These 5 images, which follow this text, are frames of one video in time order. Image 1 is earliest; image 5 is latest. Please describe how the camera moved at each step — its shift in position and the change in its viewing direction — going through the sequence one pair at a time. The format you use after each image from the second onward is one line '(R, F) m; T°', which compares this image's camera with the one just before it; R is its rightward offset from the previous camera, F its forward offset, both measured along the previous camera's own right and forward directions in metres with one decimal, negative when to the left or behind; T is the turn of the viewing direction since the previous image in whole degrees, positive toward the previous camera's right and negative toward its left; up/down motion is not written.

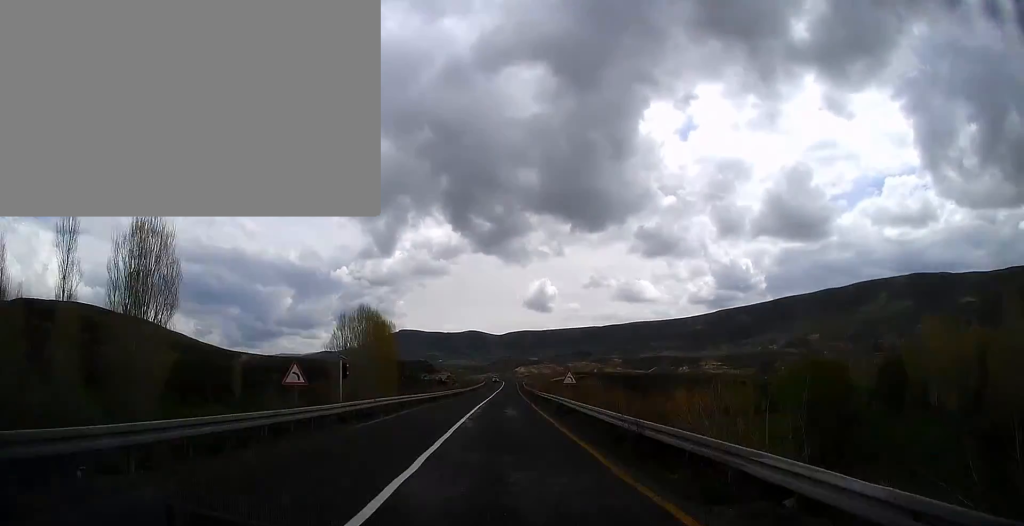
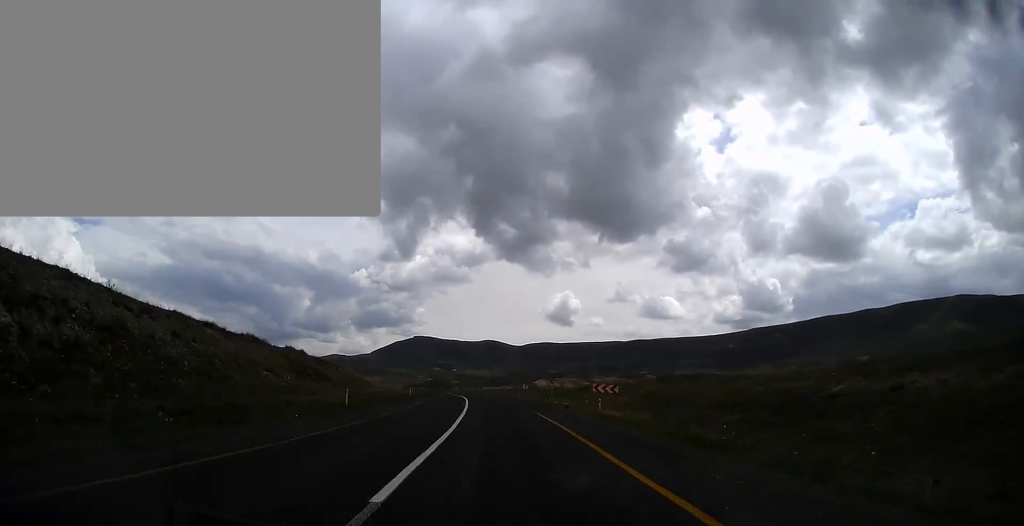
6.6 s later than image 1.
(-5.2, +196.3) m; -8°
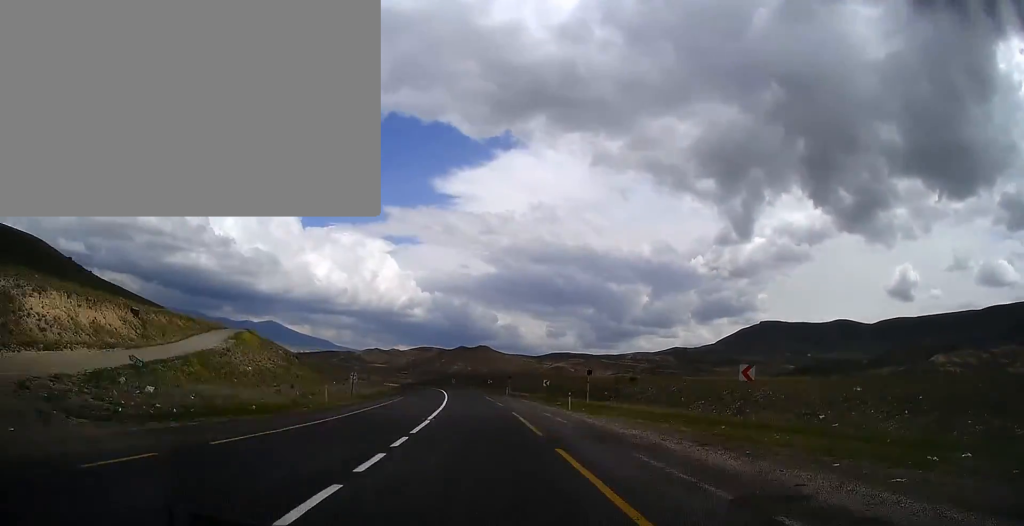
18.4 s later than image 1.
(-87.6, +329.7) m; -33°
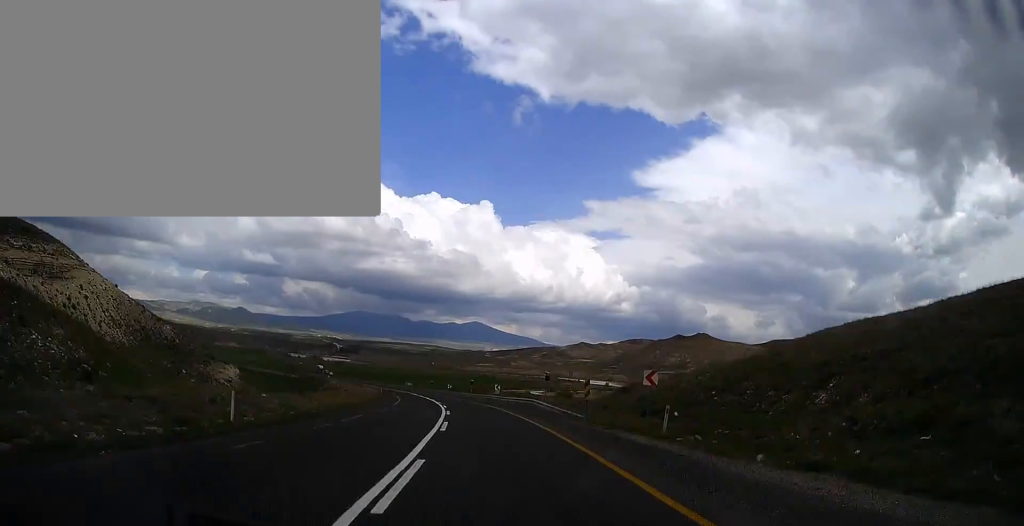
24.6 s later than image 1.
(-31.6, +178.2) m; -19°
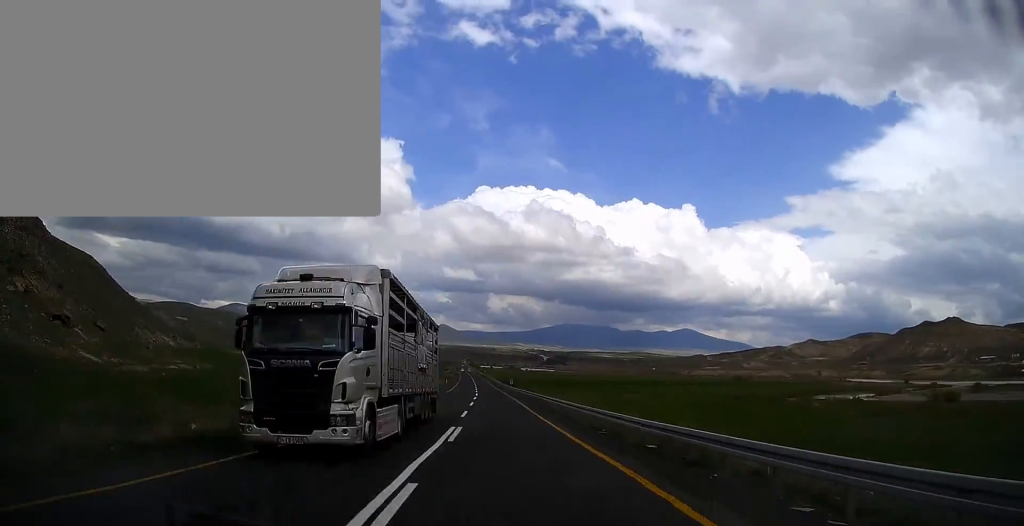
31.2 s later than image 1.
(-29.1, +195.0) m; -12°
